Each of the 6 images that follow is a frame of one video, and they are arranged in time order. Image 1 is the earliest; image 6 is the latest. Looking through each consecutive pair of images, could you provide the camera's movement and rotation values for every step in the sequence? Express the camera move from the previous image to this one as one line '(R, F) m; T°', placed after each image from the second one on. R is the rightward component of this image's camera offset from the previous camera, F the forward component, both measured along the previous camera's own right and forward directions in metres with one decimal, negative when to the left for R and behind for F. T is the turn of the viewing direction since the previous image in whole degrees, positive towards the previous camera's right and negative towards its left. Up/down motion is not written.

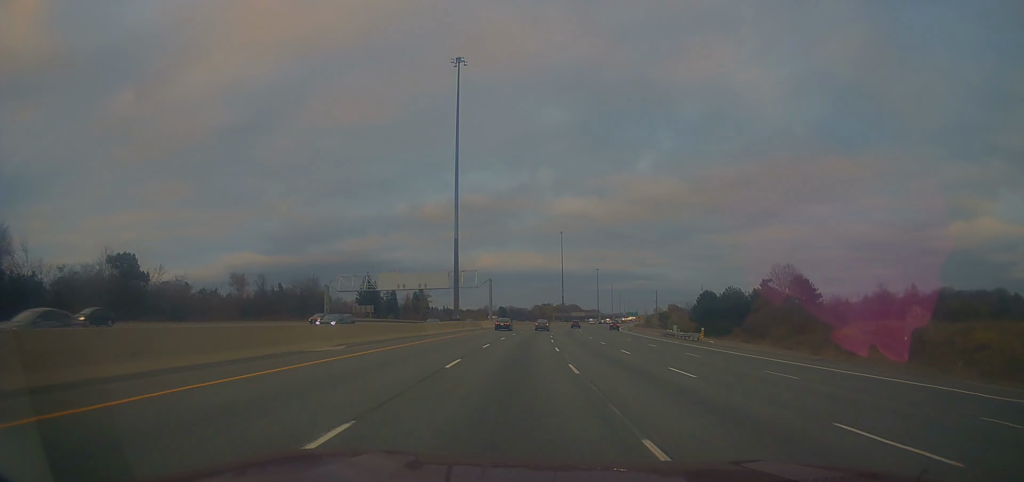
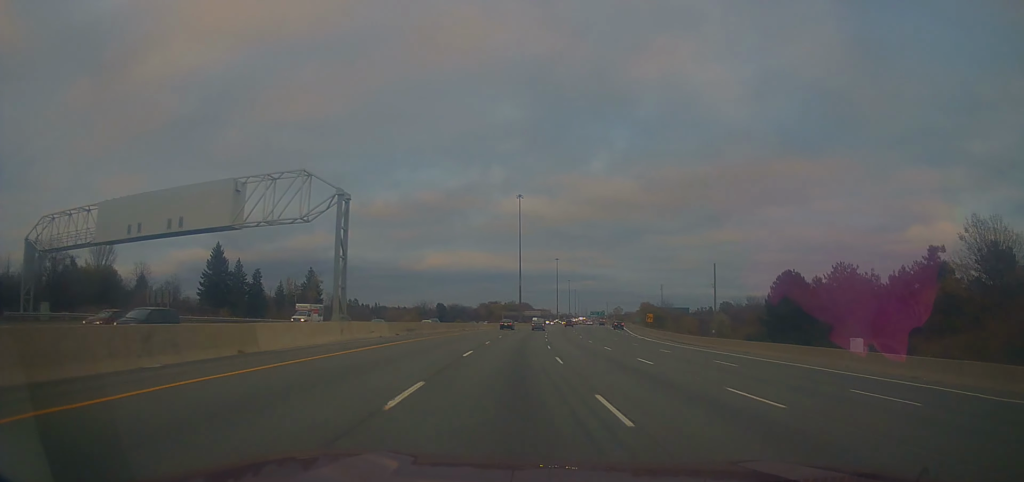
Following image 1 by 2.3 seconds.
(+2.5, +67.1) m; +4°
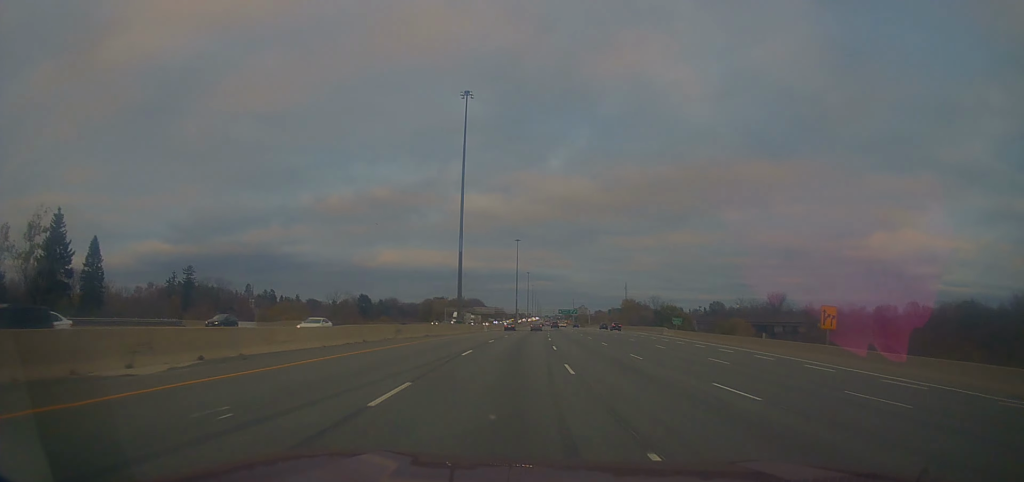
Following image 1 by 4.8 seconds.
(+3.6, +74.4) m; +5°
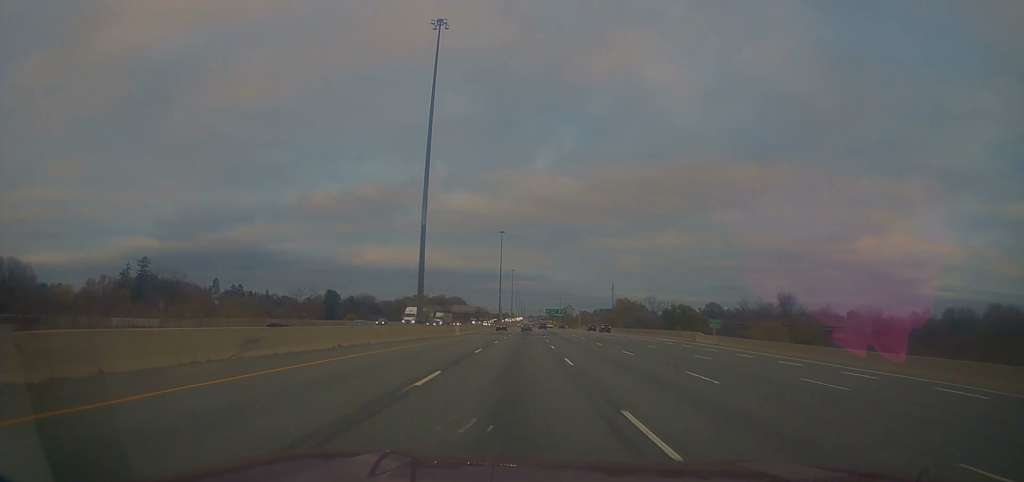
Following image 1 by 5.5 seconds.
(+0.2, +22.9) m; +1°
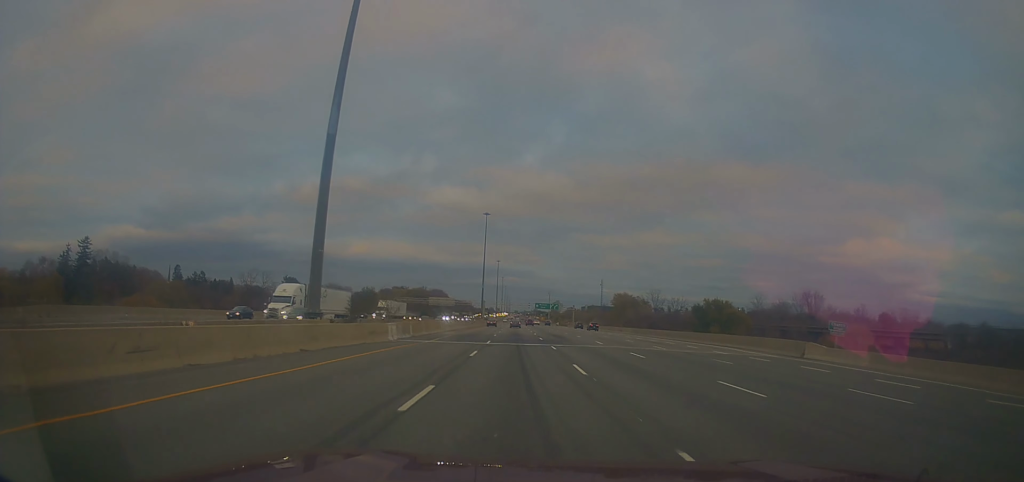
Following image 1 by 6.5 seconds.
(+0.5, +28.8) m; +2°
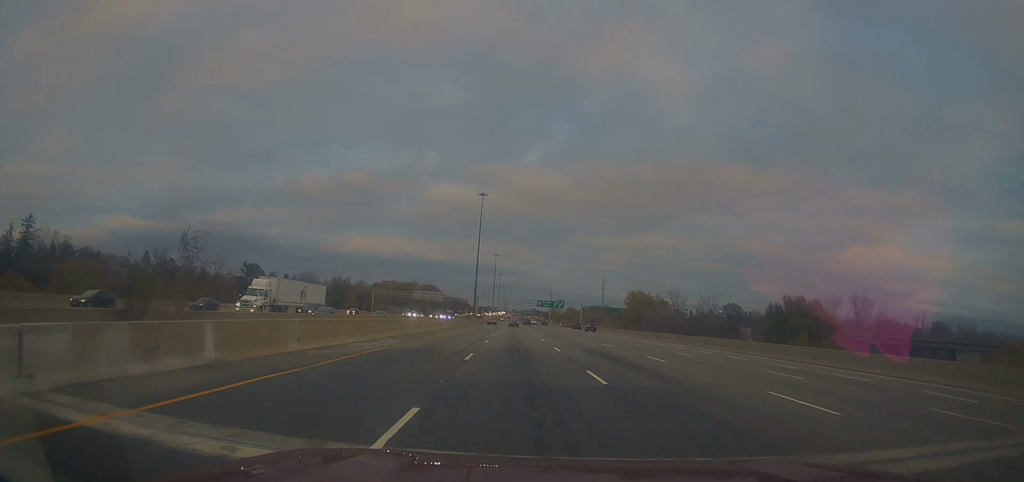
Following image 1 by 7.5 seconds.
(+0.4, +28.8) m; +1°
